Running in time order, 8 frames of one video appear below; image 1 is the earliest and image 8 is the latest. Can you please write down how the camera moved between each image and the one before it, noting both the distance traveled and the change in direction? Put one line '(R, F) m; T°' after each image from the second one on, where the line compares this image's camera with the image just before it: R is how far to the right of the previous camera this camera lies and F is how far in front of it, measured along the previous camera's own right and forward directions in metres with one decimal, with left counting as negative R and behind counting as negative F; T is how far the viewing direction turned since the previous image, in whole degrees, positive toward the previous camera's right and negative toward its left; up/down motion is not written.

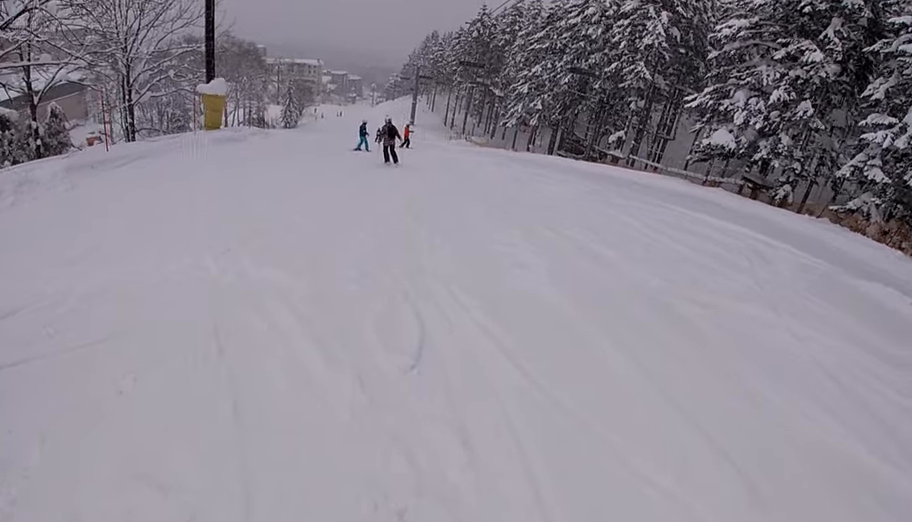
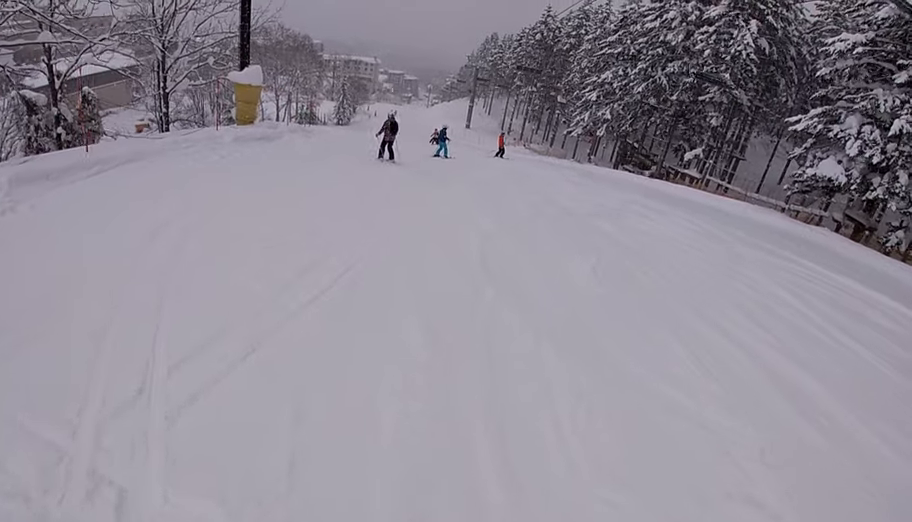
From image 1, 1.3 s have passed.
(-0.2, +3.5) m; +3°
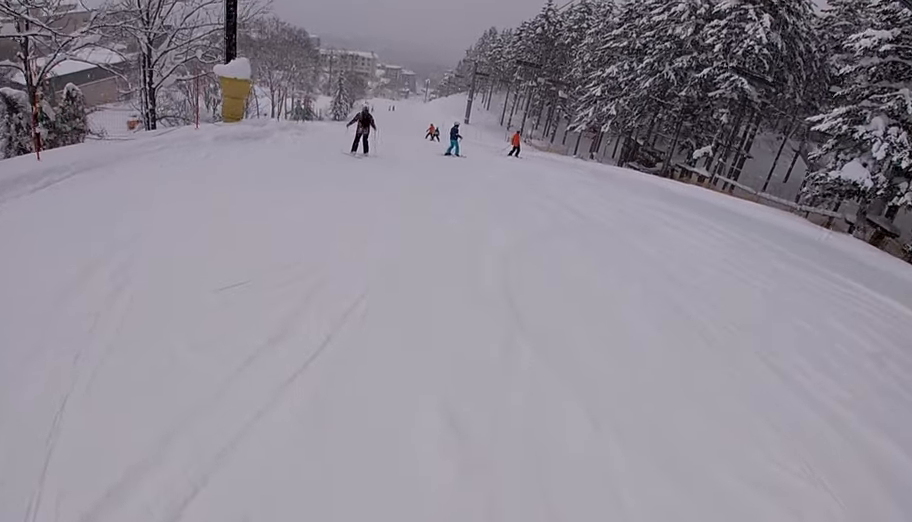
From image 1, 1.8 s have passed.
(+0.5, +1.5) m; 0°
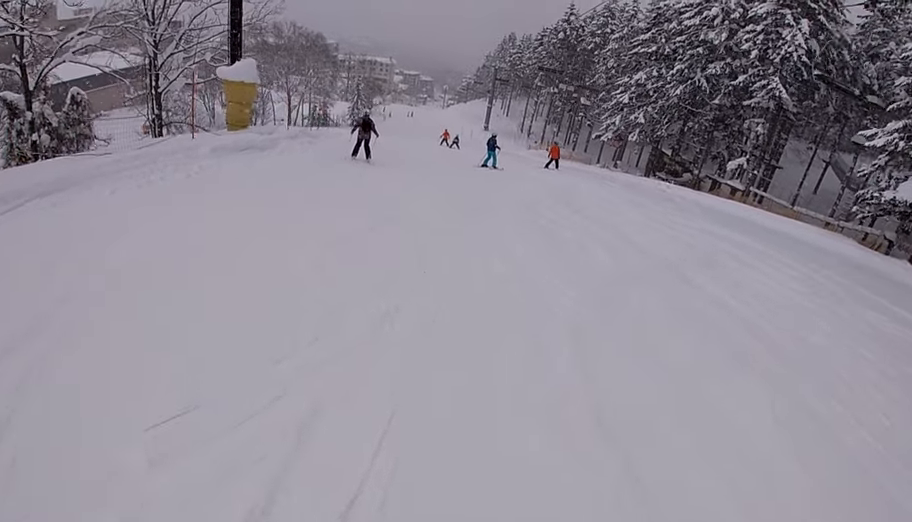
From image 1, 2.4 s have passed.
(-0.6, +1.8) m; -5°
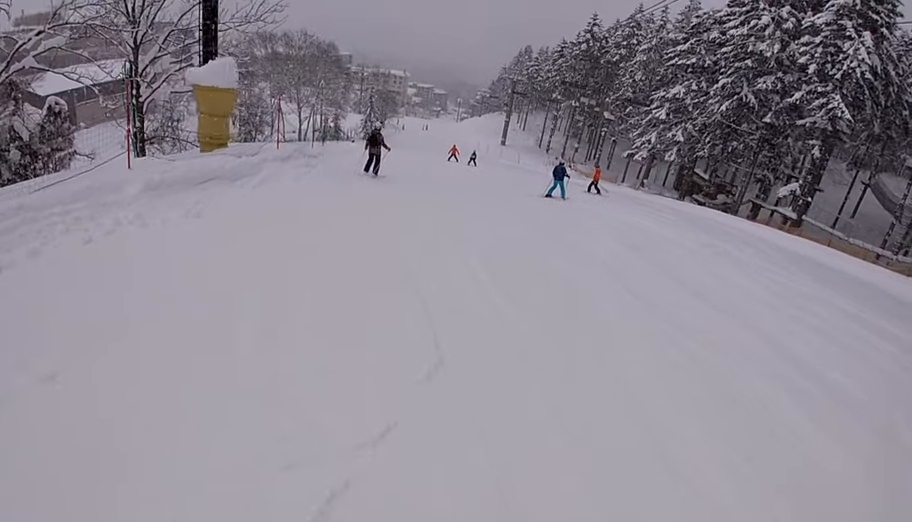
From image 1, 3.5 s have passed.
(-0.2, +4.3) m; -9°
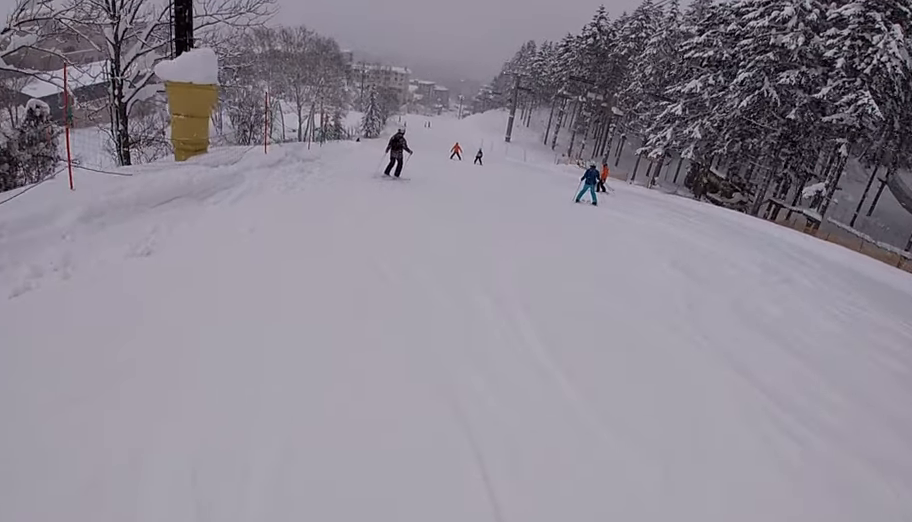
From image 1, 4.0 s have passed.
(+0.1, +2.0) m; -2°
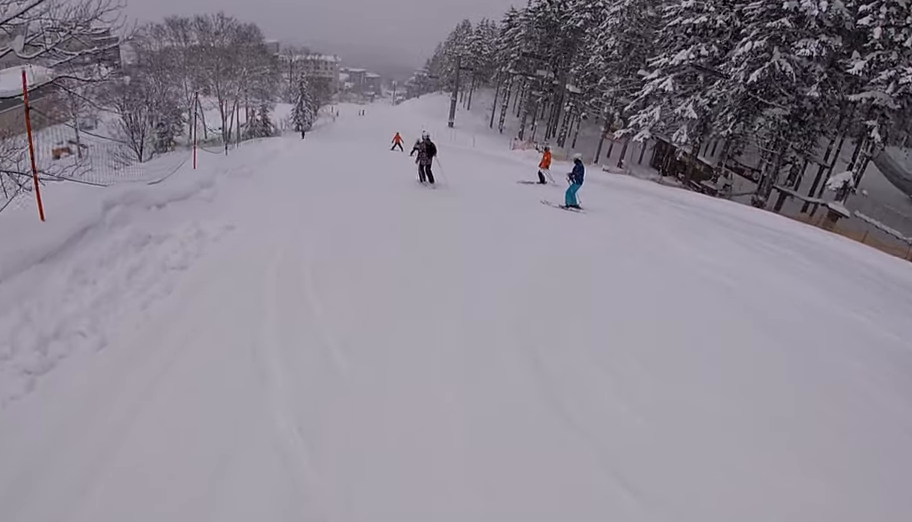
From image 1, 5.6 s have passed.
(+0.6, +6.5) m; +18°
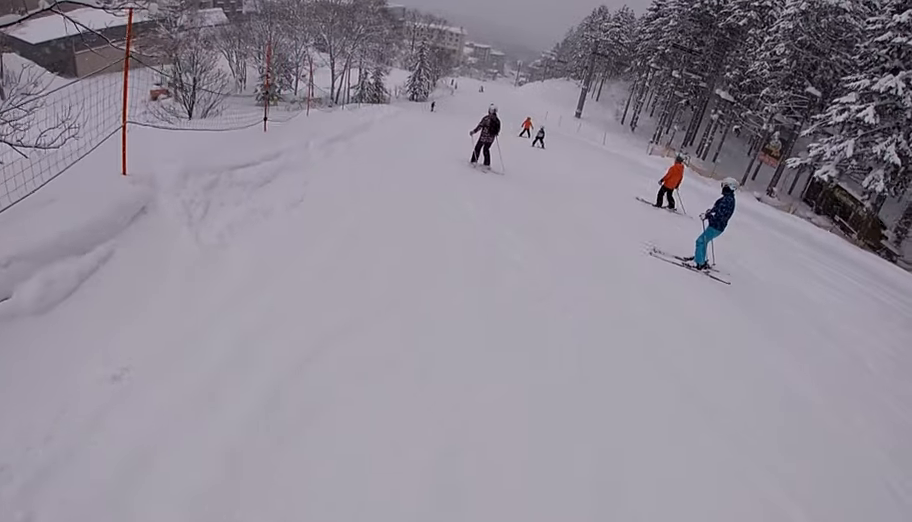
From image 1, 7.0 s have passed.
(-0.4, +6.3) m; -19°
